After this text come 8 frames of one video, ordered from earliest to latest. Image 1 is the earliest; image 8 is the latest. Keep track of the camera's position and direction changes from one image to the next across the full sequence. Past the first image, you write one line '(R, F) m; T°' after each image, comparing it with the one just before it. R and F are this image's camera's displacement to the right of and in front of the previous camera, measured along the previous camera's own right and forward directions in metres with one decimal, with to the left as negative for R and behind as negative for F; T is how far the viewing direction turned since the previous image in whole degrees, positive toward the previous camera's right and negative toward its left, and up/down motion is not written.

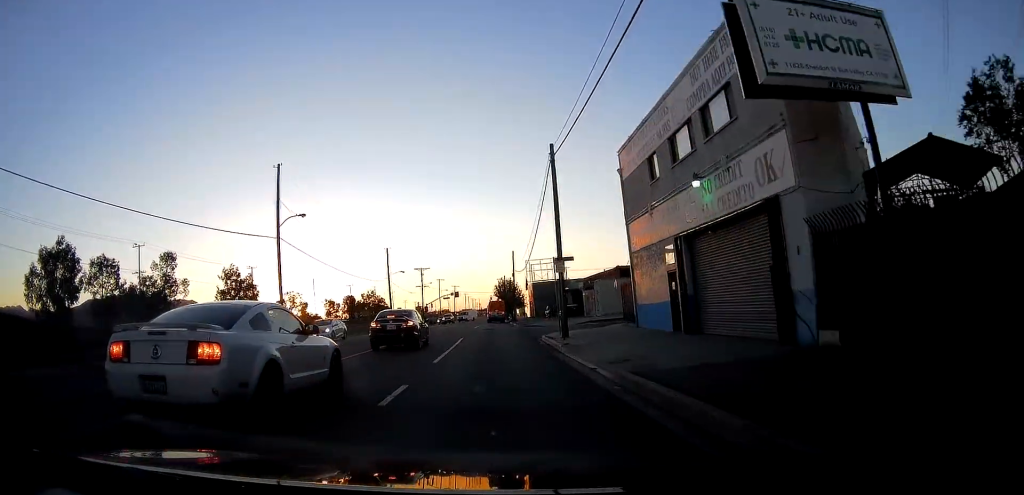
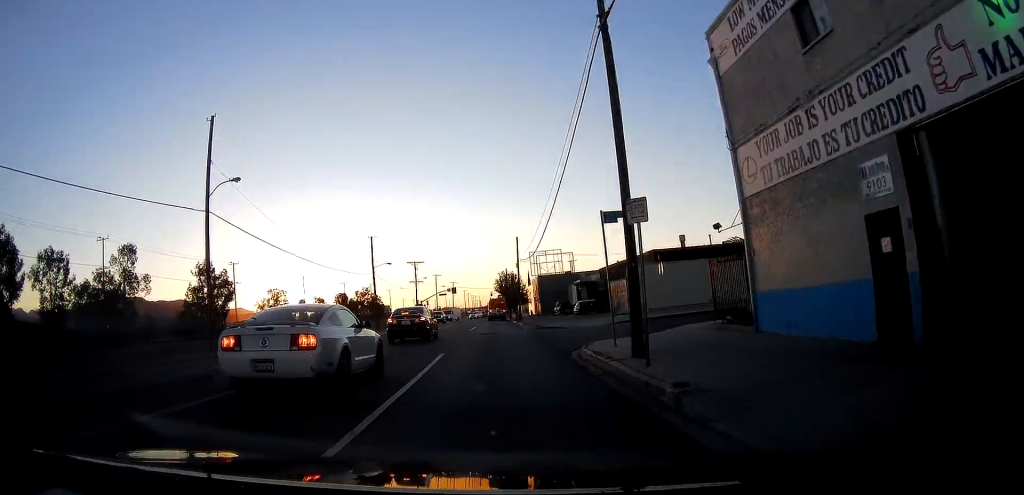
(+0.1, +11.6) m; +2°
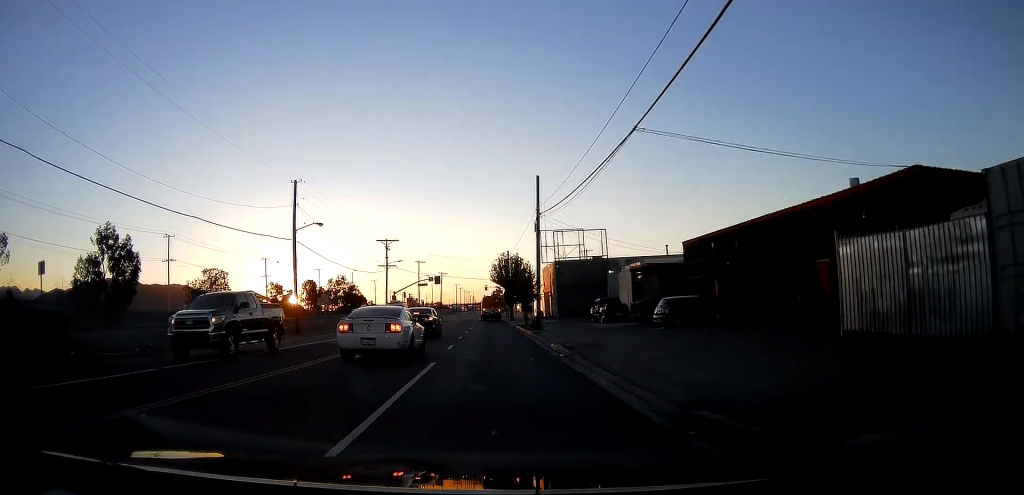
(-0.4, +29.9) m; 0°
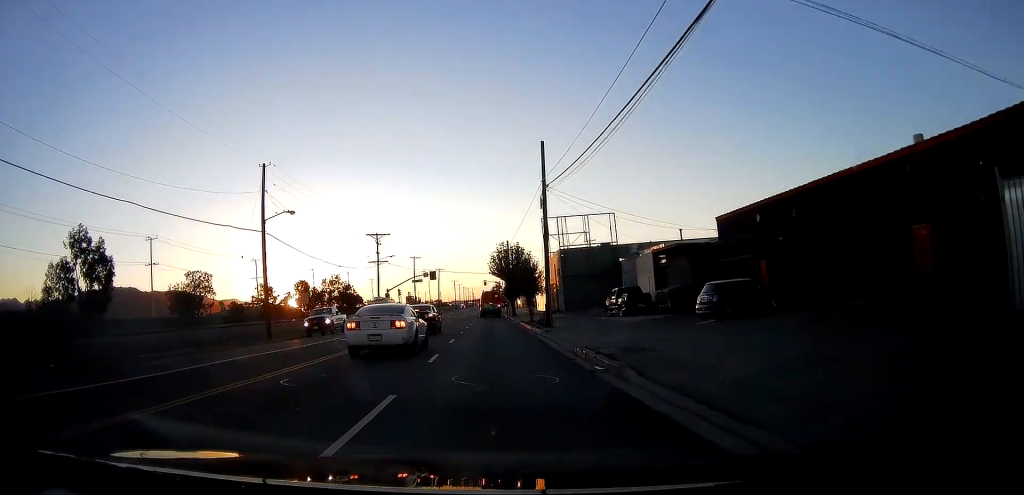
(+0.3, +6.1) m; +2°
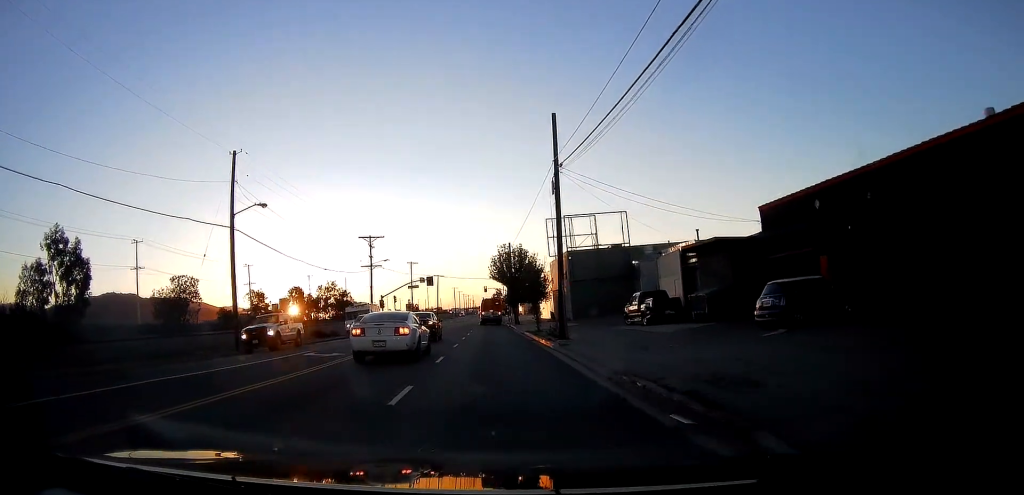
(+0.1, +5.3) m; +1°
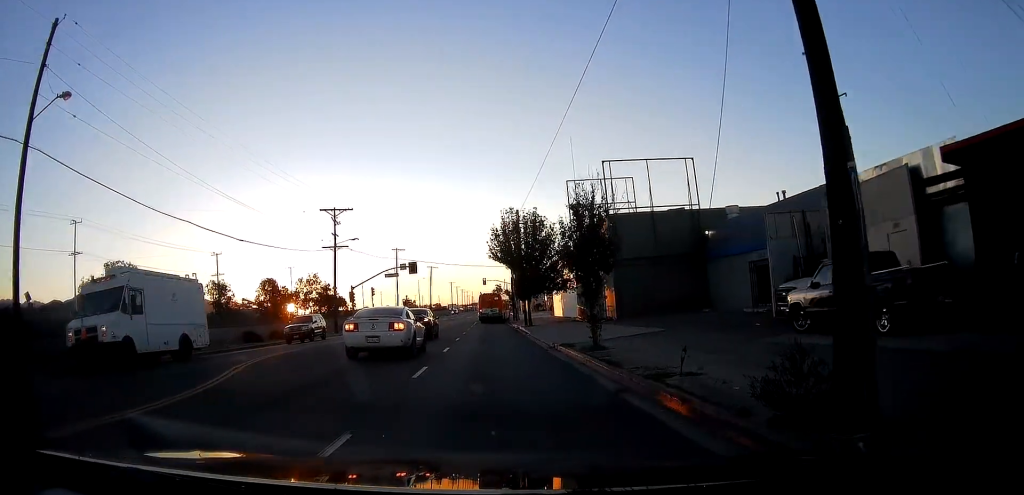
(0.0, +19.3) m; -2°
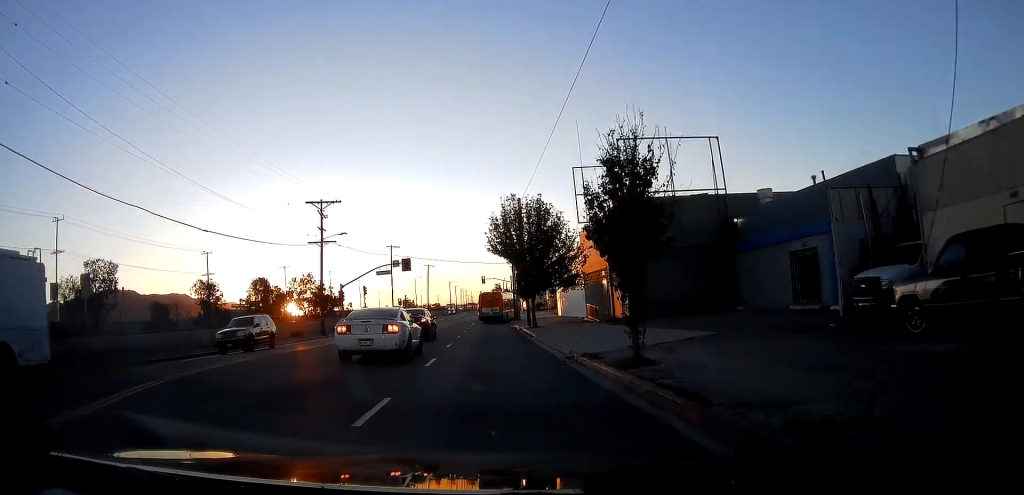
(-0.1, +4.8) m; -1°
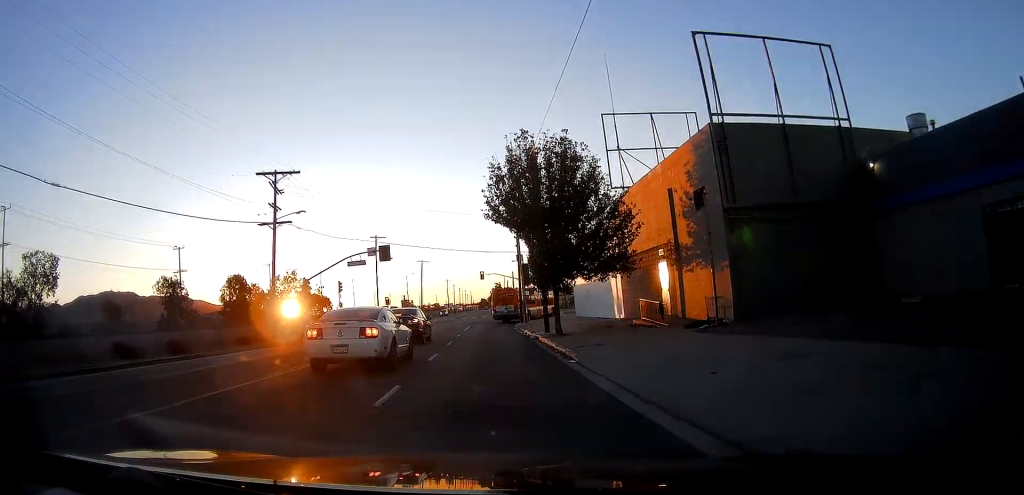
(-0.3, +13.2) m; -1°
